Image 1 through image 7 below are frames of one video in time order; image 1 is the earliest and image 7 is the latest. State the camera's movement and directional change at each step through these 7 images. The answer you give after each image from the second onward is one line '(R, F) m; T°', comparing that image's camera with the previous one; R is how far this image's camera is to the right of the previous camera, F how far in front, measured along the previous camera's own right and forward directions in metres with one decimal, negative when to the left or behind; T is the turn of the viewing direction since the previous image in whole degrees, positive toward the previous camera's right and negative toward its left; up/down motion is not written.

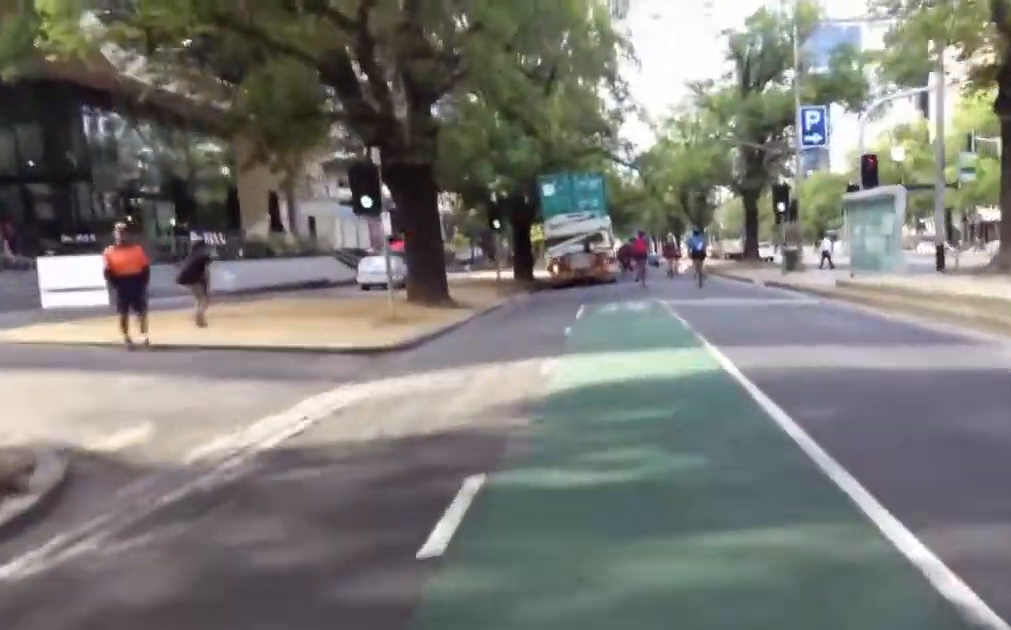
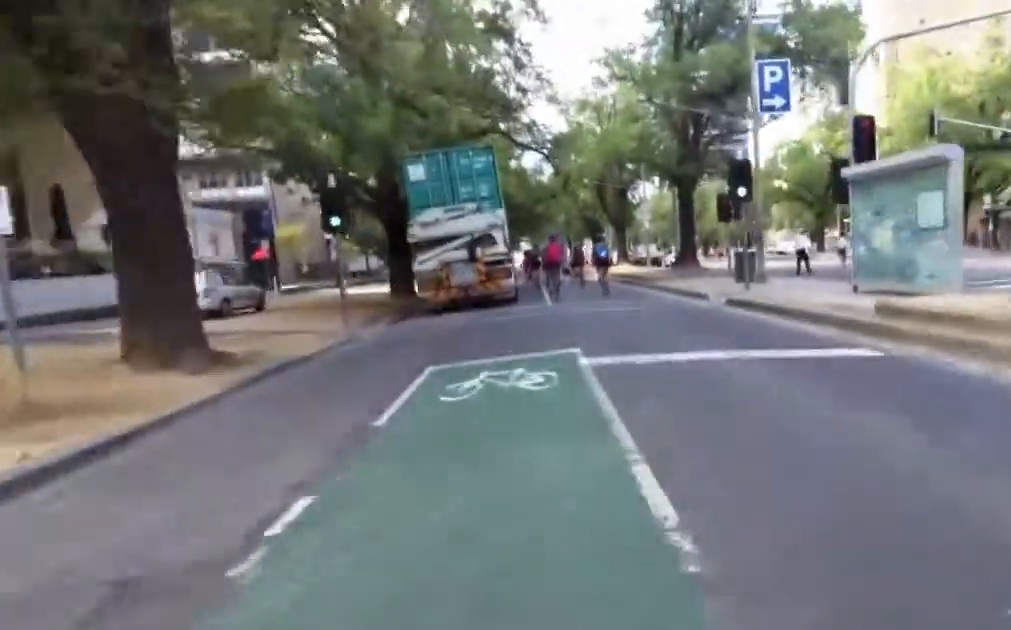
(+0.8, +8.1) m; +7°
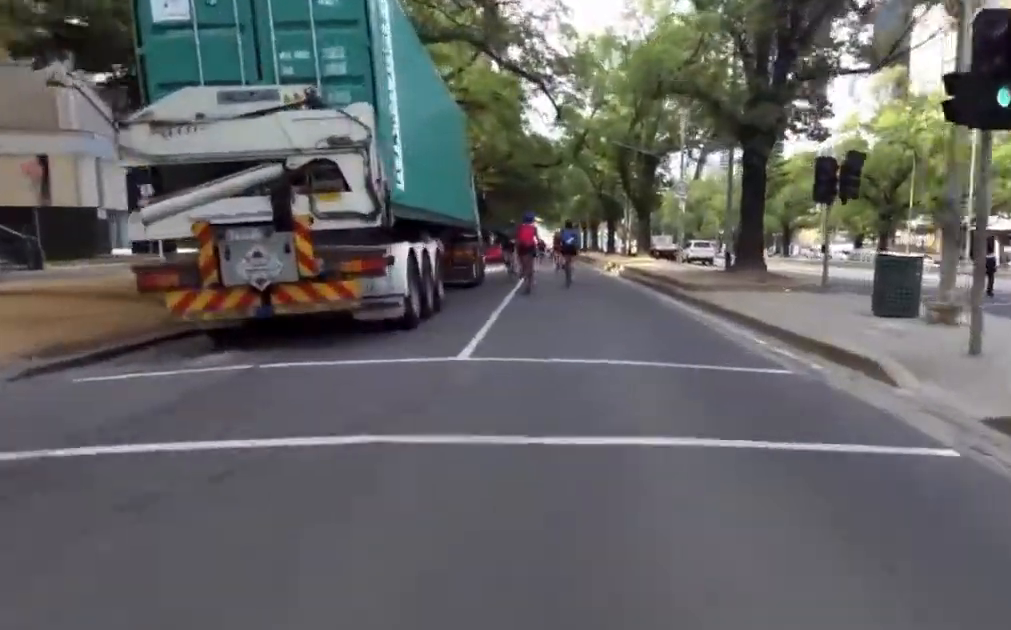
(+0.1, +12.7) m; -2°
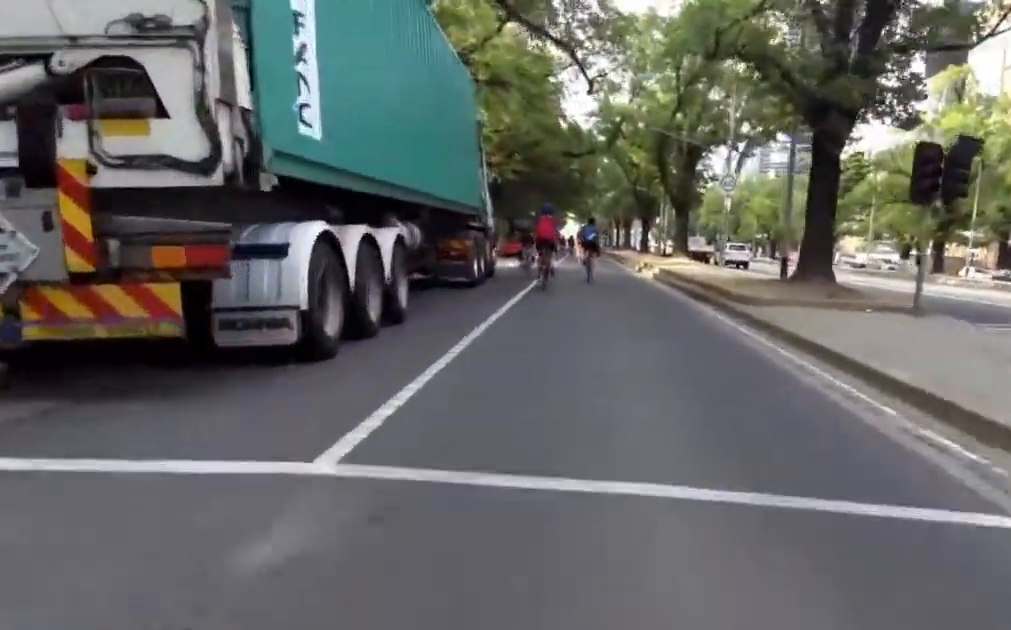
(-0.1, +4.1) m; -2°
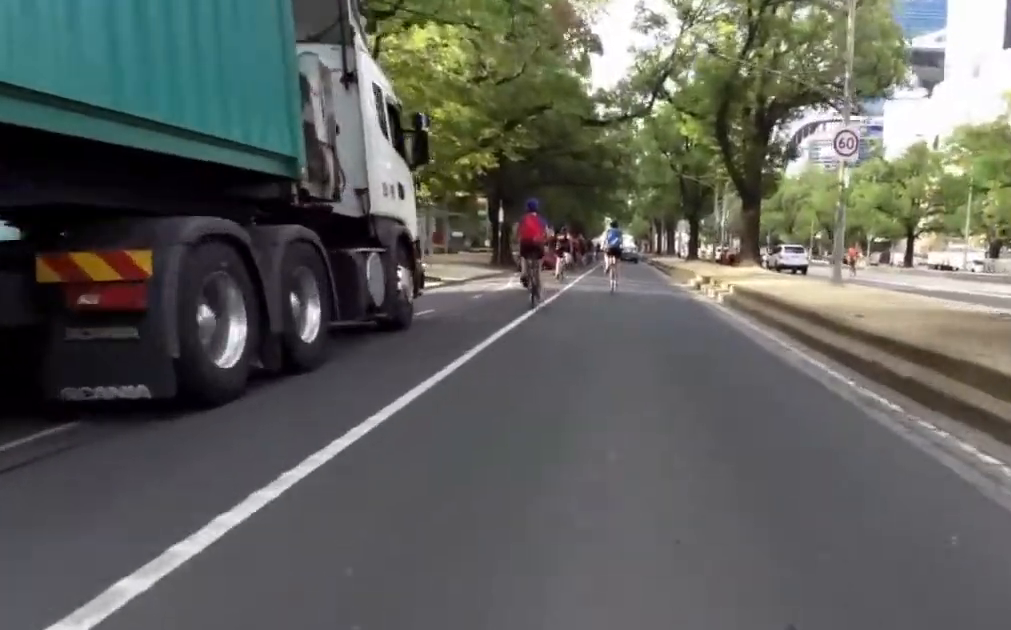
(-0.7, +11.5) m; -9°
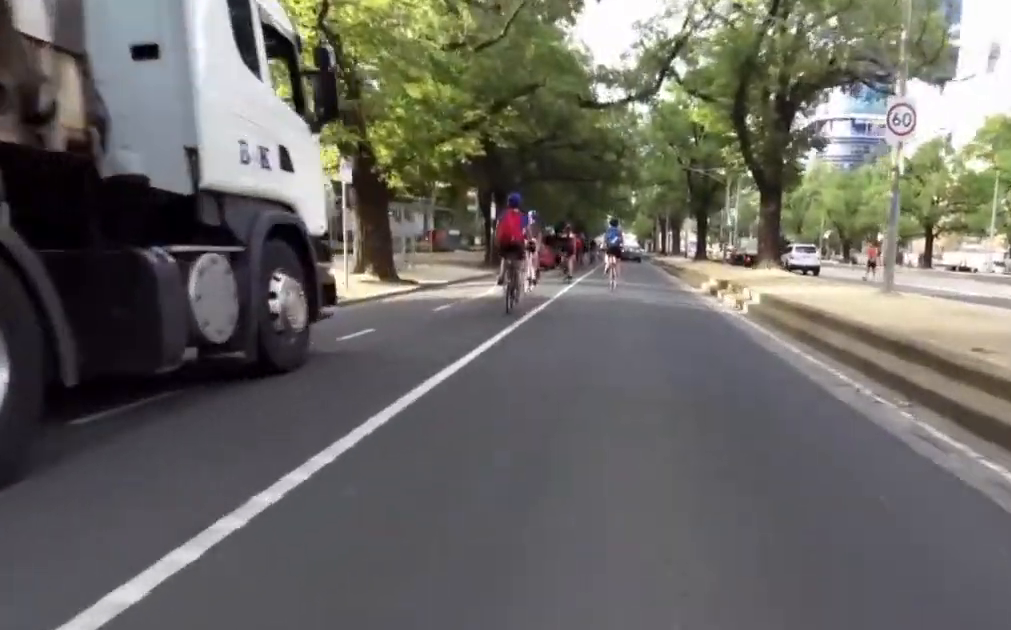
(-0.2, +3.4) m; -3°
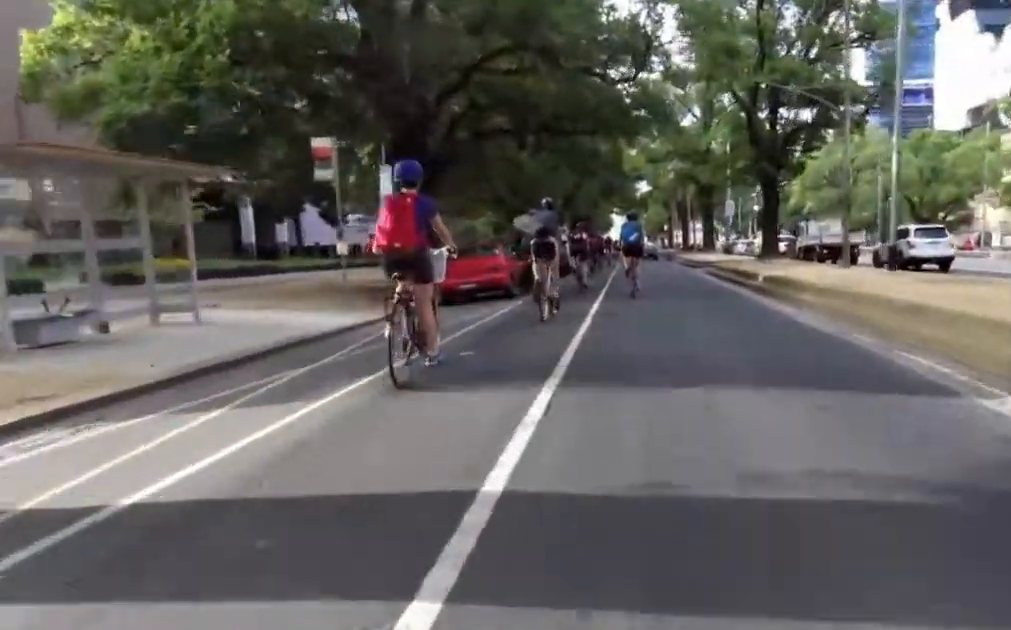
(-0.5, +17.1) m; -3°
